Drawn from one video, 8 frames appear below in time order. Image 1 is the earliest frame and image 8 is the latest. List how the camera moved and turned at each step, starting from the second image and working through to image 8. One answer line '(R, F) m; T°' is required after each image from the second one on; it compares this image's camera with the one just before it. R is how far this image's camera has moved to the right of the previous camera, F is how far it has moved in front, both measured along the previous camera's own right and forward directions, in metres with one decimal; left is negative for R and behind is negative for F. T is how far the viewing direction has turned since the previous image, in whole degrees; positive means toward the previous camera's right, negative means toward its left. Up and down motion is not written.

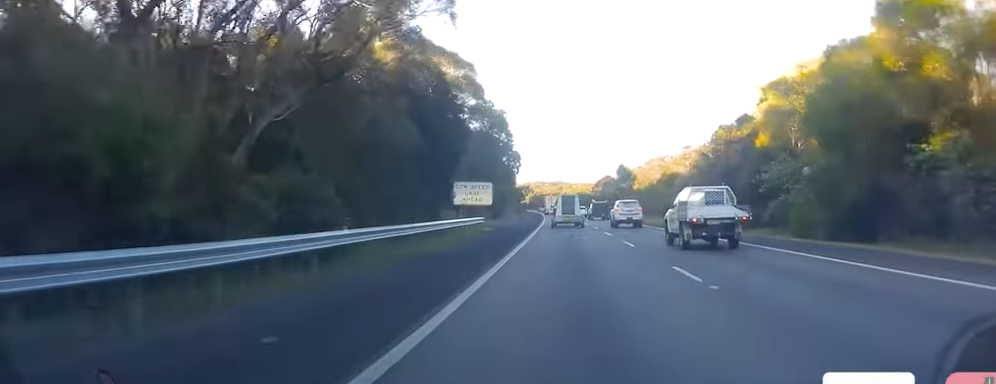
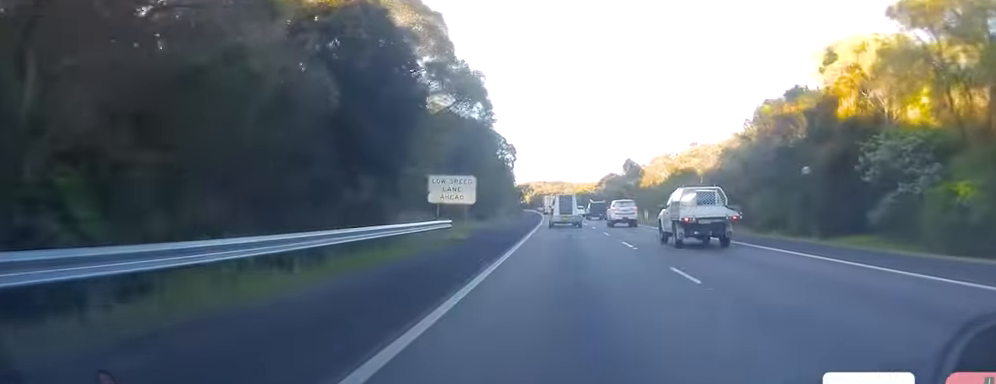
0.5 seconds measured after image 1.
(0.0, +12.5) m; 0°
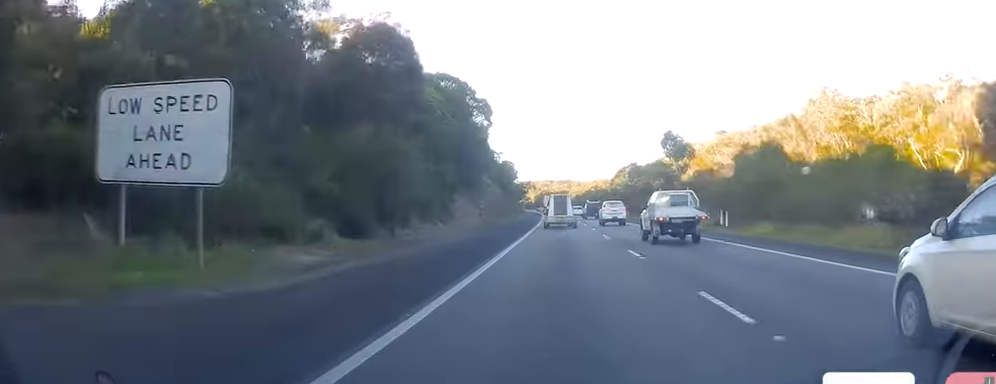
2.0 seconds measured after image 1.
(0.0, +40.4) m; 0°
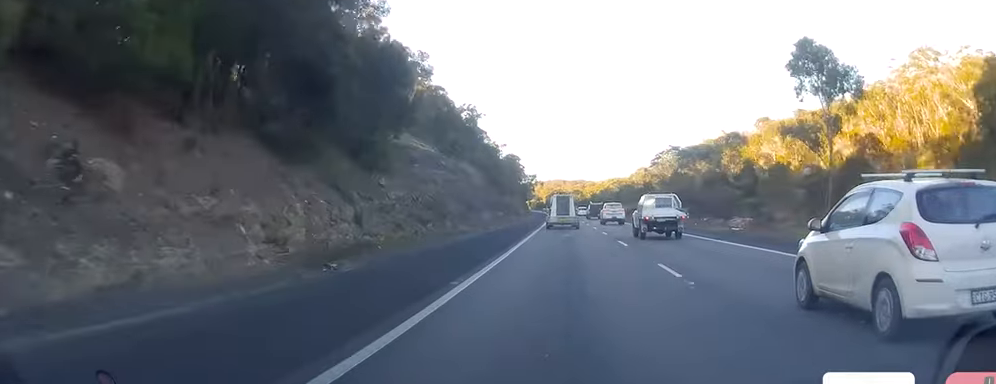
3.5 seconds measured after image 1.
(-0.8, +42.3) m; -2°
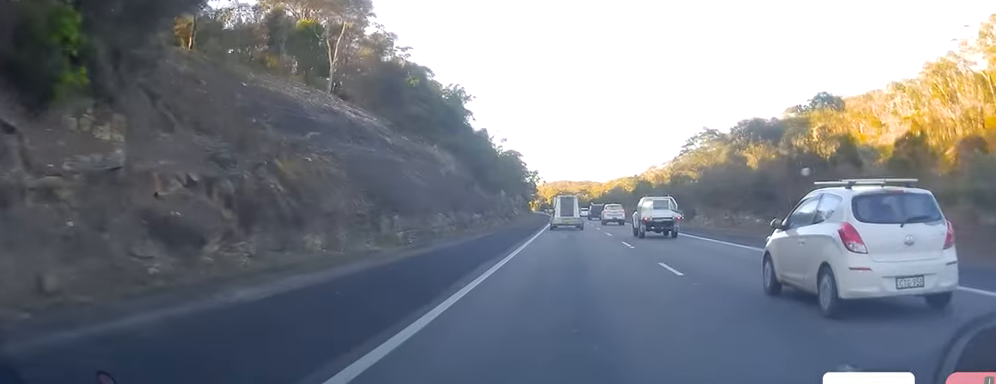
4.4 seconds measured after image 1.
(0.0, +23.5) m; 0°
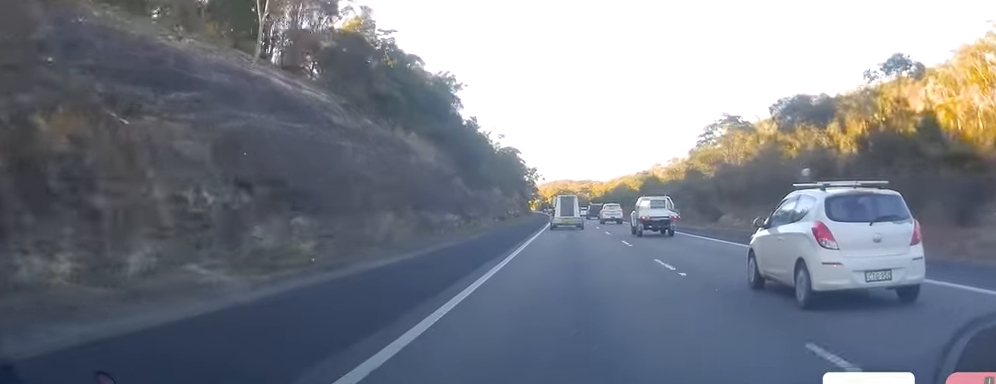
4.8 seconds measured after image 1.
(+0.3, +10.9) m; 0°
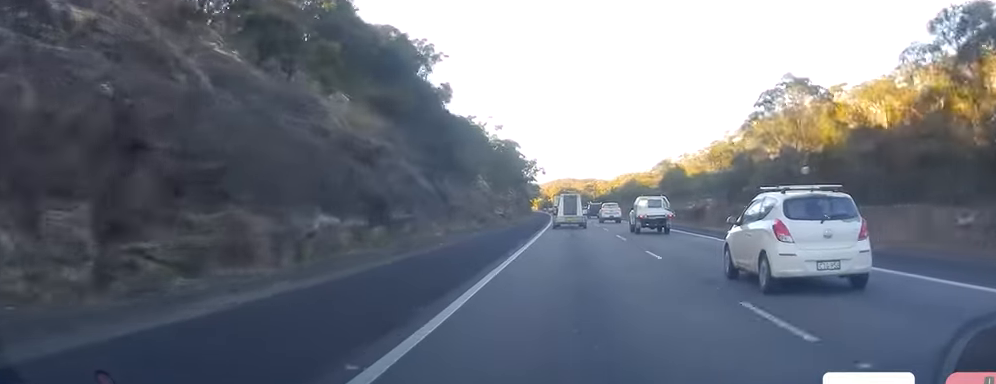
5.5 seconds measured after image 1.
(-0.4, +19.8) m; 0°
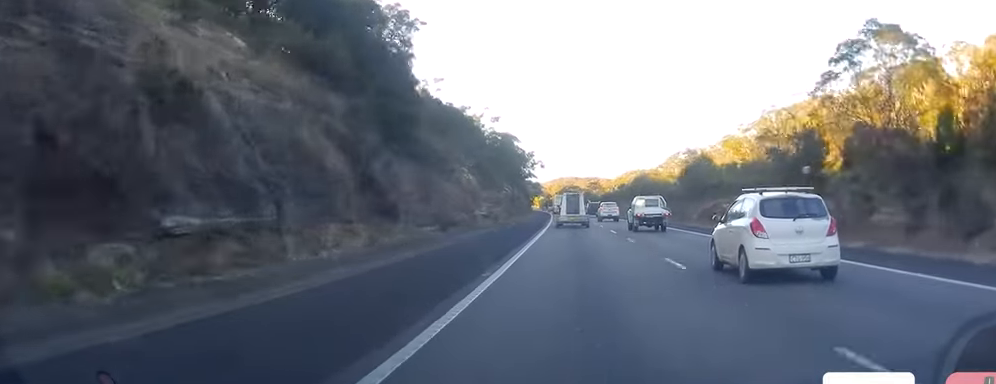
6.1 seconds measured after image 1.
(-0.2, +15.4) m; 0°
